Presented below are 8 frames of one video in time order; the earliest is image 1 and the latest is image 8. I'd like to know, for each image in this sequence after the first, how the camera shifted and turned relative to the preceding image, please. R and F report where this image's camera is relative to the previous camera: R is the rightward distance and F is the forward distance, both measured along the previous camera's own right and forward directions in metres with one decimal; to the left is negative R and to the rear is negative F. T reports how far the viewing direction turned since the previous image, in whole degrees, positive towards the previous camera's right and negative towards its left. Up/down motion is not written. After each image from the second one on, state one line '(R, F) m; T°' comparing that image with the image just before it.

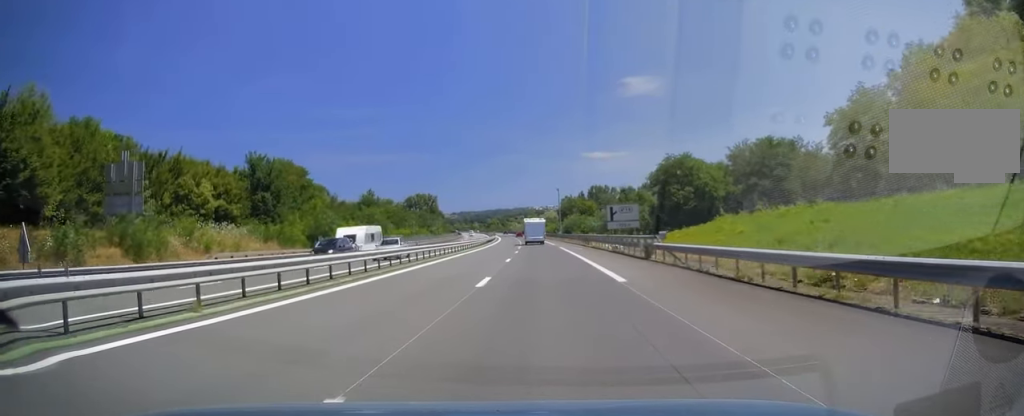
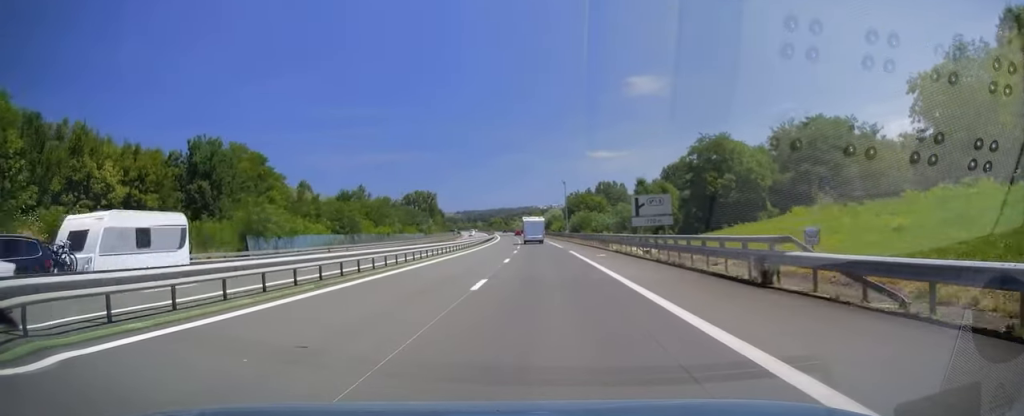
(-0.1, +14.8) m; 0°
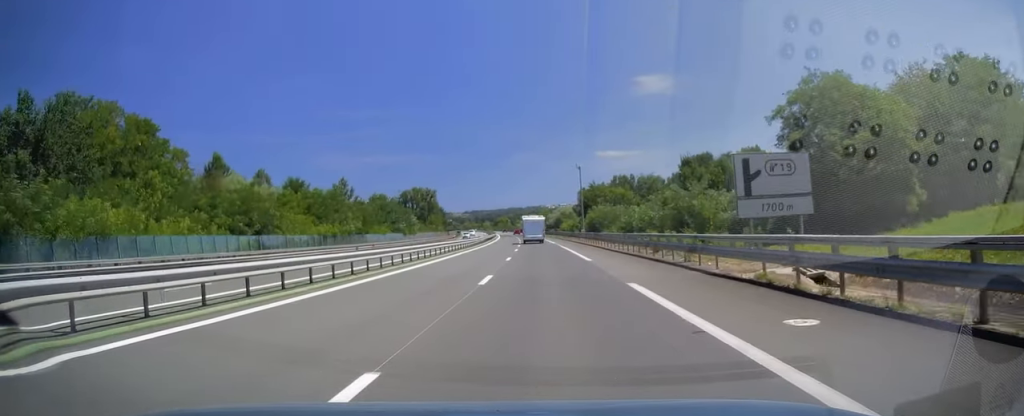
(0.0, +24.8) m; 0°
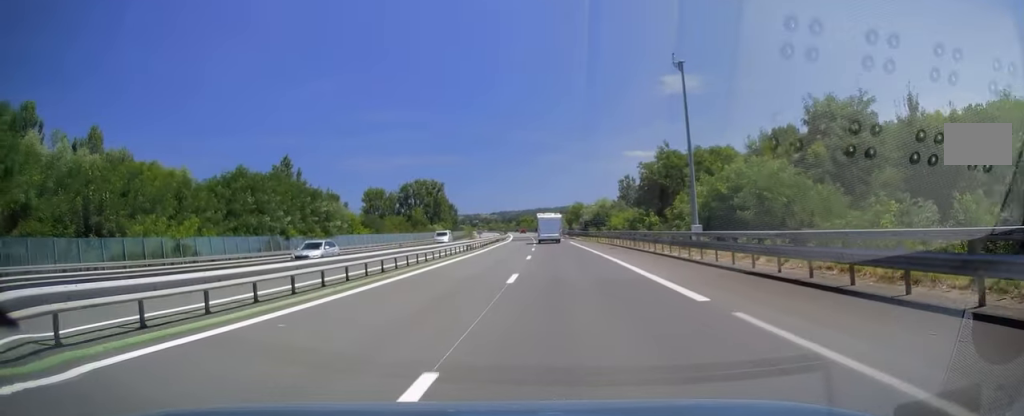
(-0.5, +52.7) m; -2°
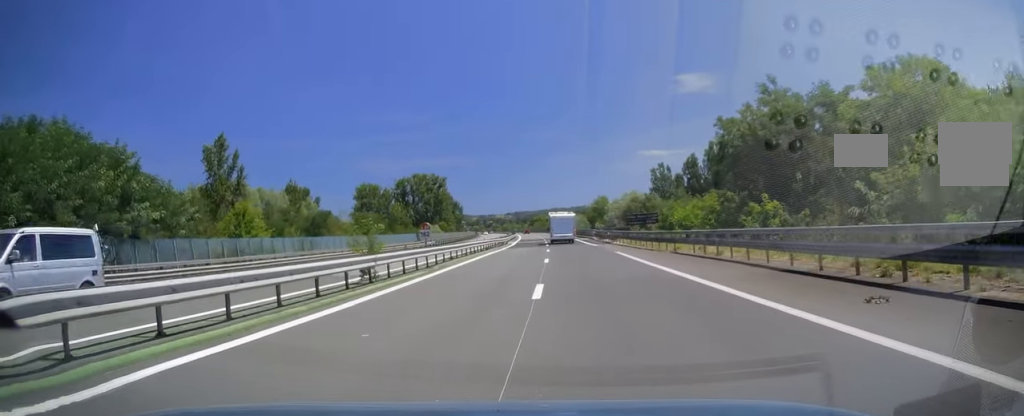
(-0.8, +30.4) m; -2°
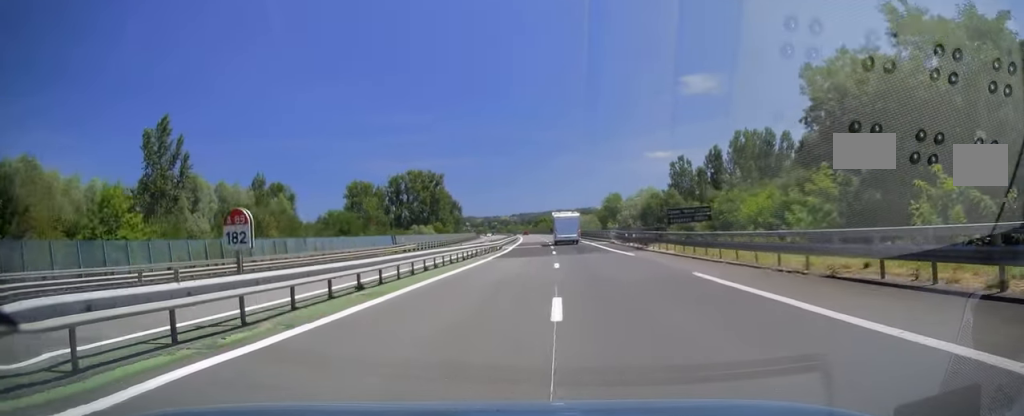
(-0.1, +16.3) m; -1°
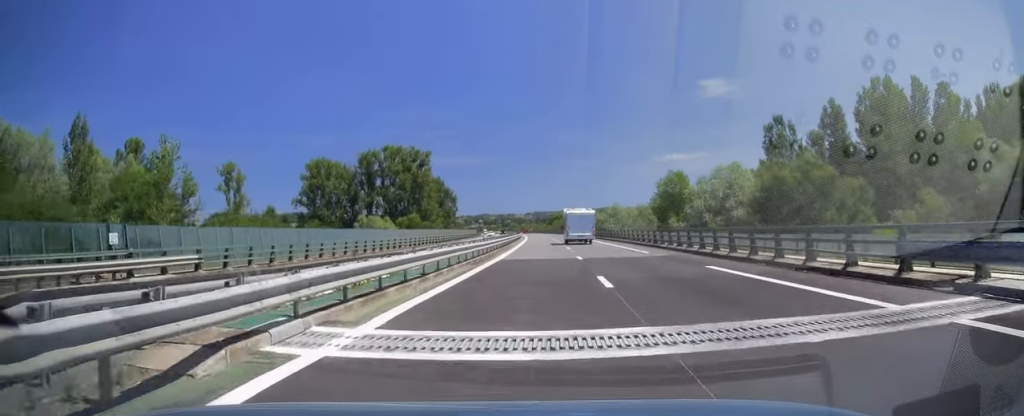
(0.0, +49.0) m; -1°
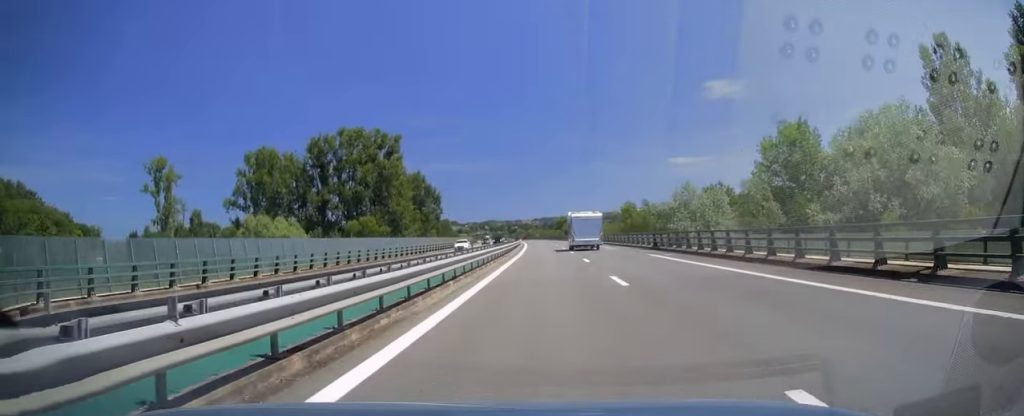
(-0.6, +37.8) m; -2°
